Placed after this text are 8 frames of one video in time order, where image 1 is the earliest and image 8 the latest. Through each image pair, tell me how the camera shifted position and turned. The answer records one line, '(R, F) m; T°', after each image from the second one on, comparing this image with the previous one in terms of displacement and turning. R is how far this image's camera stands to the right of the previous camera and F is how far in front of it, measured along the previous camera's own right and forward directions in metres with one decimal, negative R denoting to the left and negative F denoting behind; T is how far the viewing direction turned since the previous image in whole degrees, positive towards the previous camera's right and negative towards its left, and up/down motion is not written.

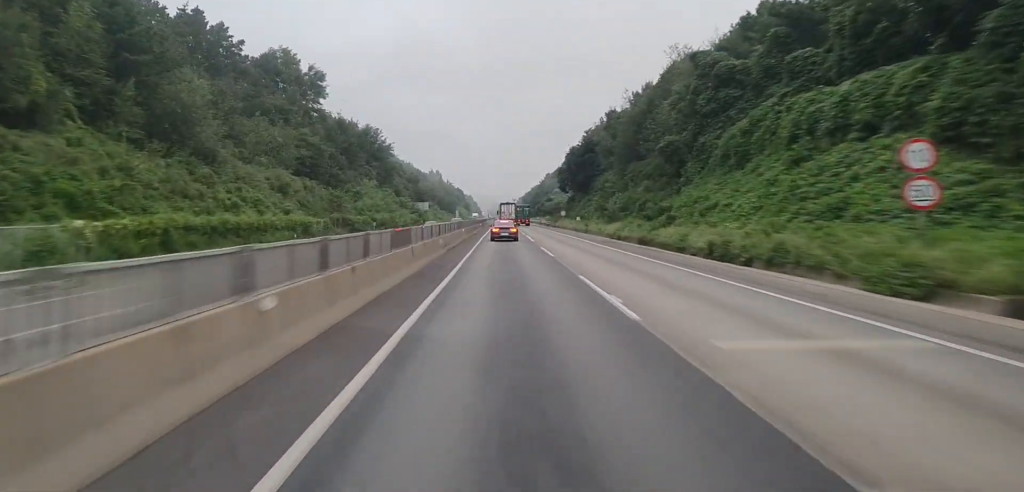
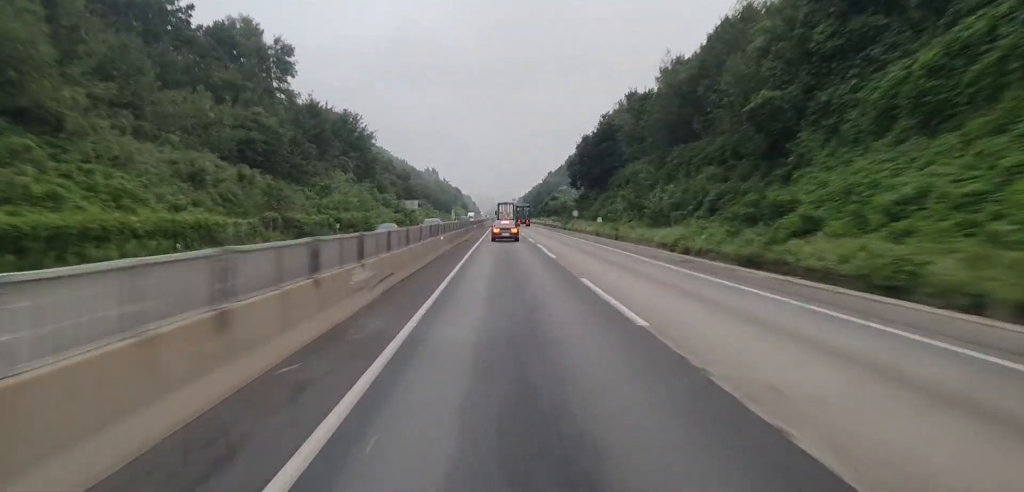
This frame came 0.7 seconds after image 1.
(+0.1, +21.2) m; 0°
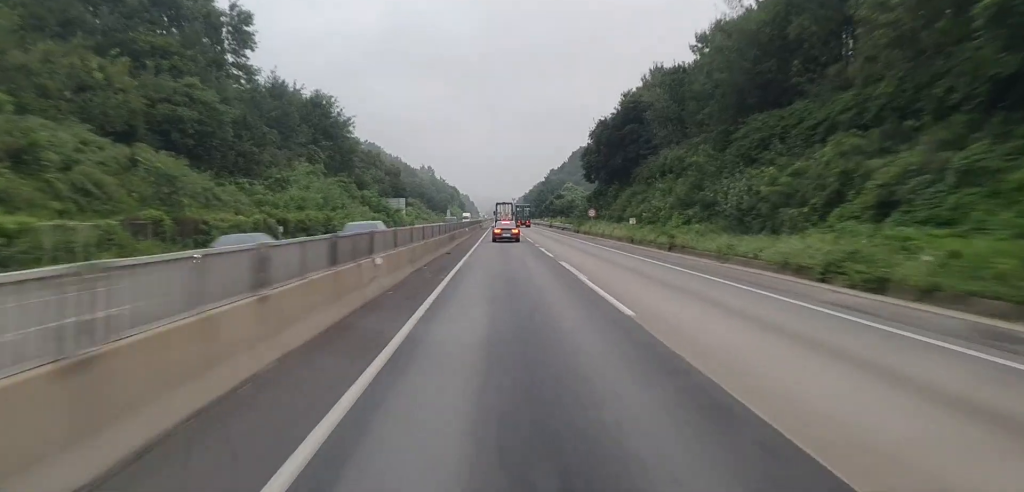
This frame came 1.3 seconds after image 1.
(-0.2, +19.2) m; -1°
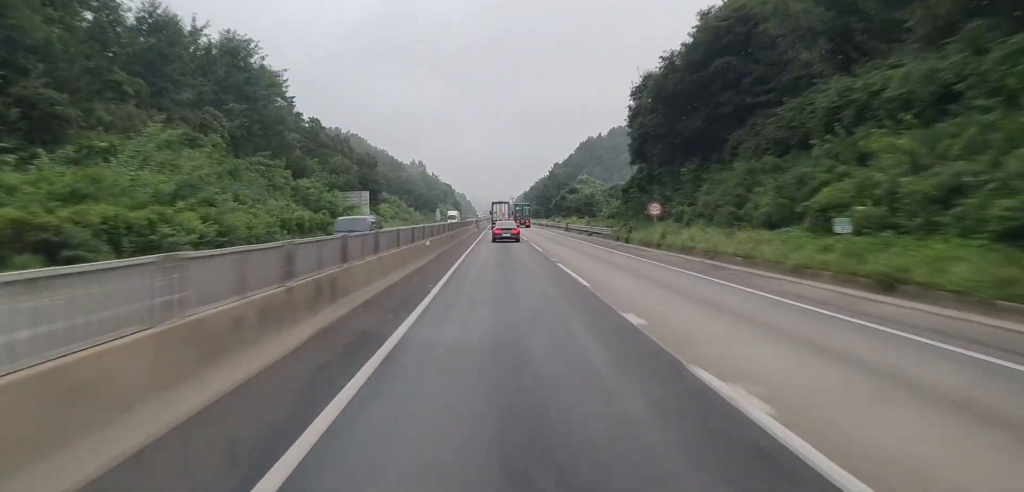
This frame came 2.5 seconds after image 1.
(0.0, +35.1) m; 0°
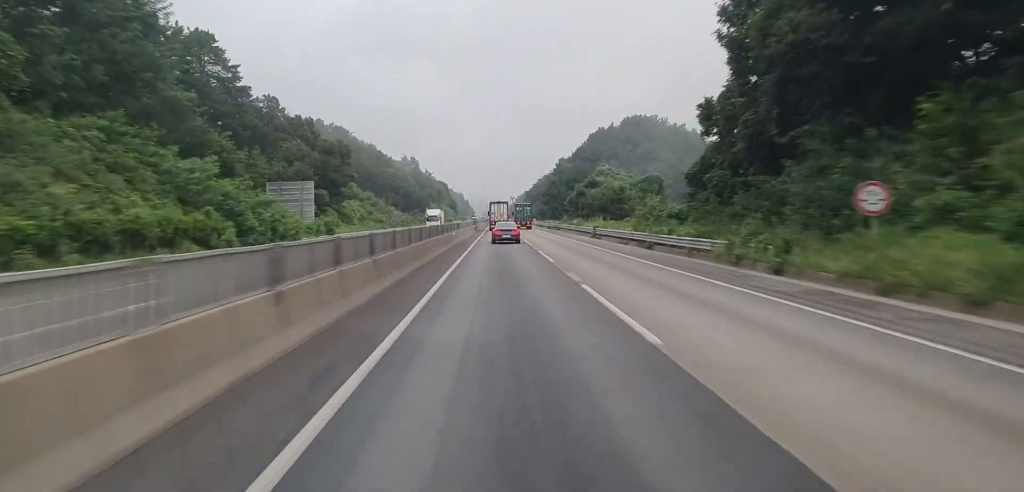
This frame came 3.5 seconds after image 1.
(0.0, +29.0) m; 0°
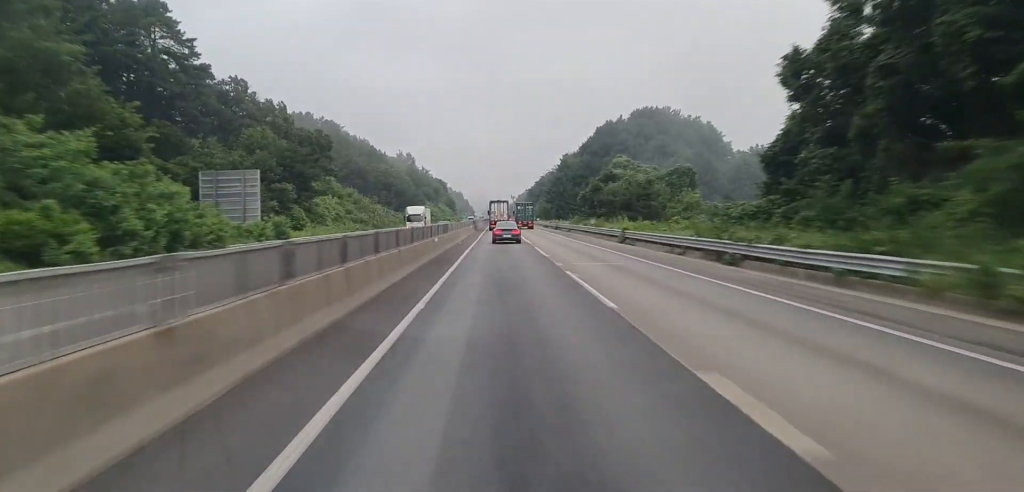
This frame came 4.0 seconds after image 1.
(0.0, +15.7) m; 0°
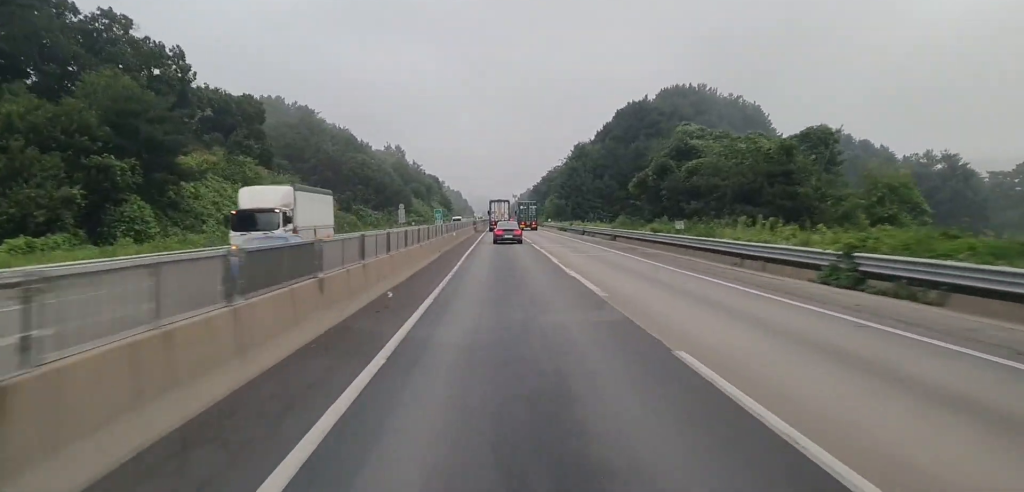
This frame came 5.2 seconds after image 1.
(0.0, +34.9) m; +1°
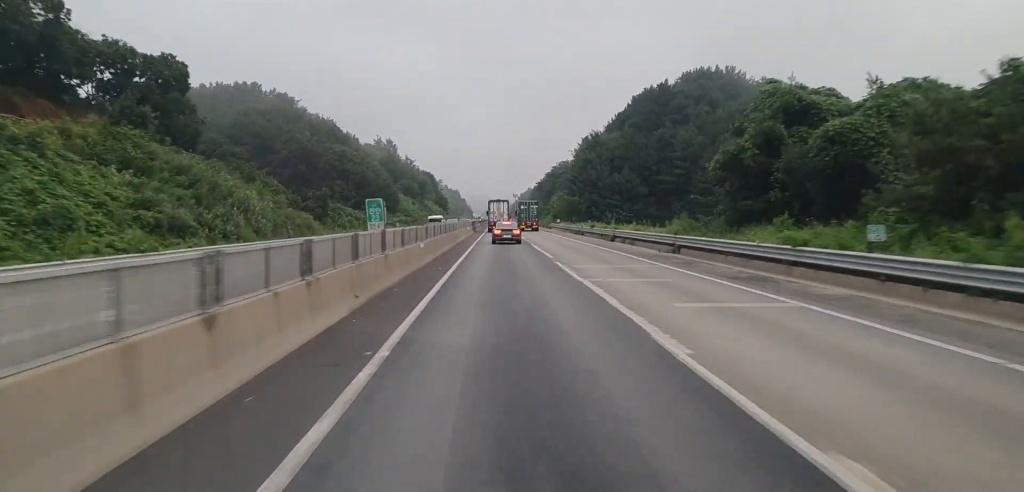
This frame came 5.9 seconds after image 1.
(+0.2, +20.9) m; 0°
